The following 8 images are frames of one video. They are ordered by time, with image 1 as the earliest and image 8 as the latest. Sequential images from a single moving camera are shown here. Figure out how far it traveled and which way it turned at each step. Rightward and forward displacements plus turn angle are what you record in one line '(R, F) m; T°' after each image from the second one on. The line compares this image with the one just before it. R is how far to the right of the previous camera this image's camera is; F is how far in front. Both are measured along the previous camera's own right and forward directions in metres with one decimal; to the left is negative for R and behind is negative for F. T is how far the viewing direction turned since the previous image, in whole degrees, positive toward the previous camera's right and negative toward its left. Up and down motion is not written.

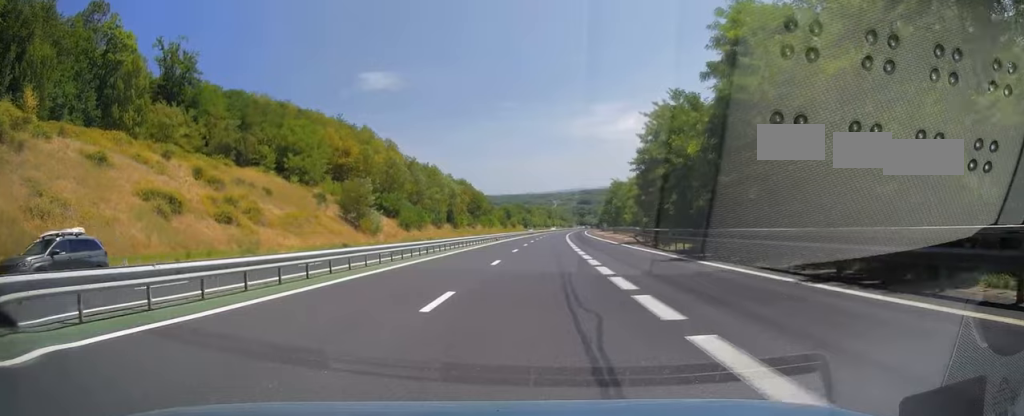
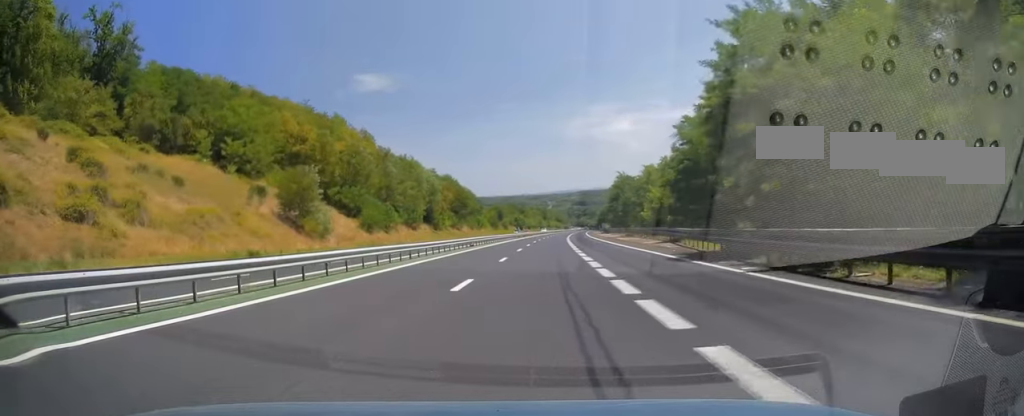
(0.0, +22.1) m; +1°
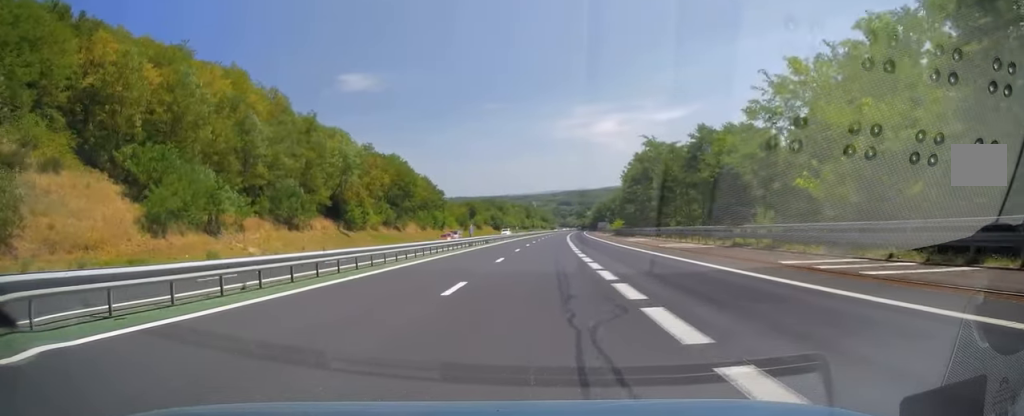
(+1.0, +52.3) m; +2°
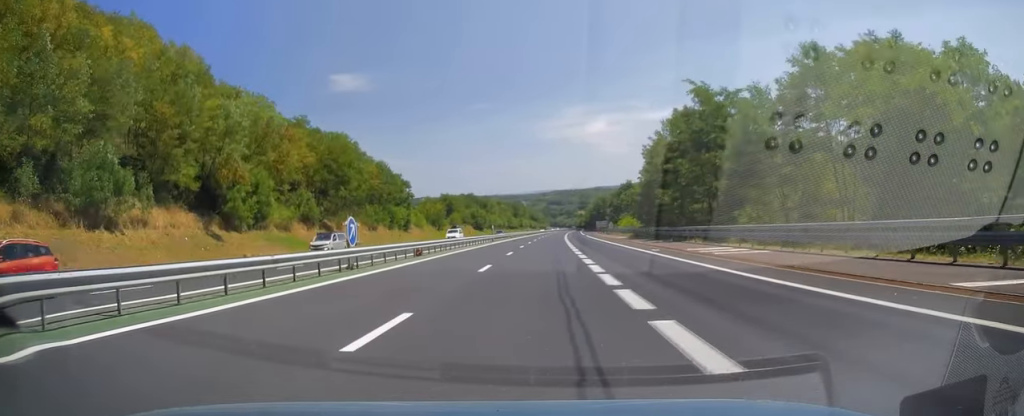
(+0.3, +31.3) m; +1°
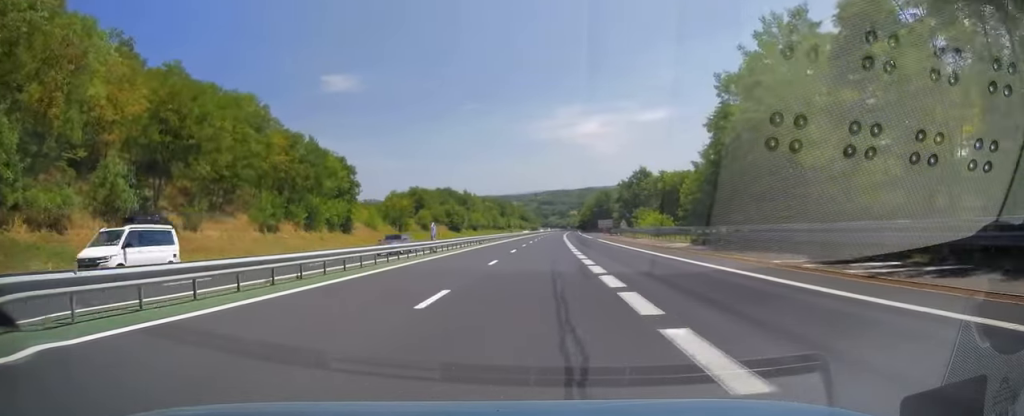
(+0.3, +34.7) m; +1°
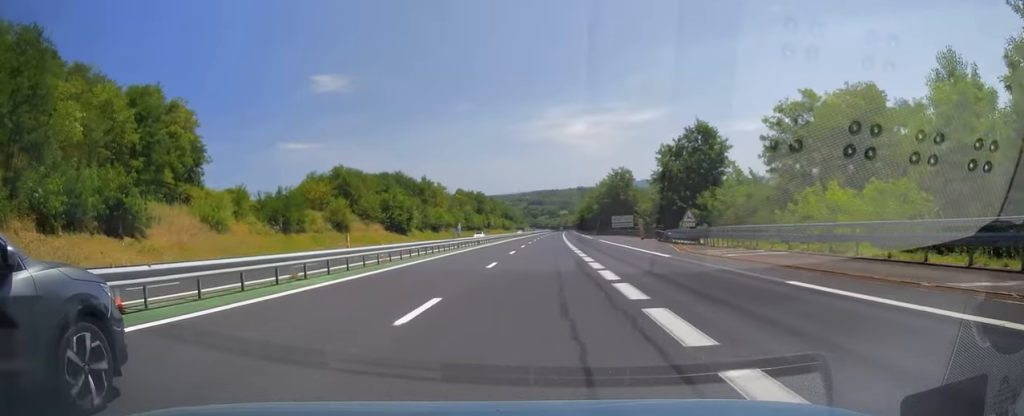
(+0.5, +52.8) m; +1°
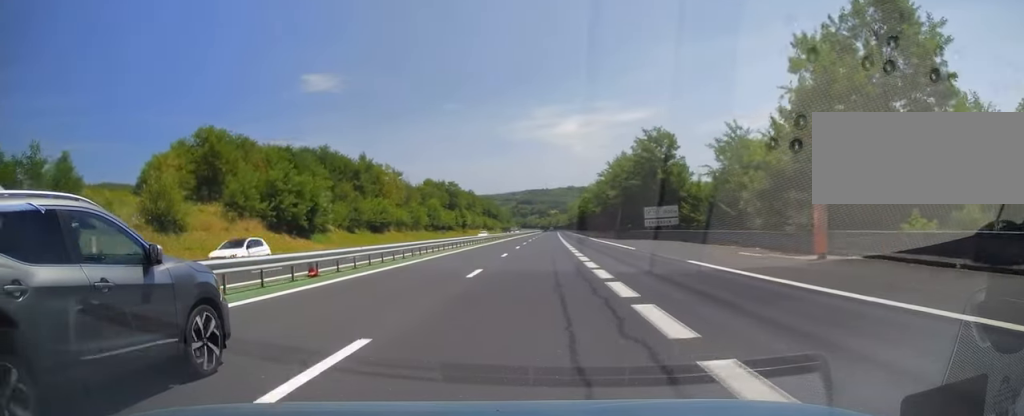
(+0.3, +41.1) m; +1°
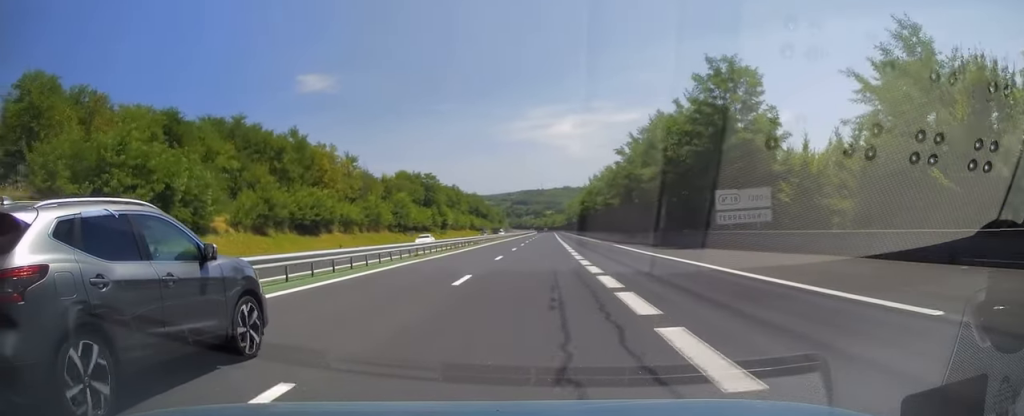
(+0.1, +26.4) m; 0°
